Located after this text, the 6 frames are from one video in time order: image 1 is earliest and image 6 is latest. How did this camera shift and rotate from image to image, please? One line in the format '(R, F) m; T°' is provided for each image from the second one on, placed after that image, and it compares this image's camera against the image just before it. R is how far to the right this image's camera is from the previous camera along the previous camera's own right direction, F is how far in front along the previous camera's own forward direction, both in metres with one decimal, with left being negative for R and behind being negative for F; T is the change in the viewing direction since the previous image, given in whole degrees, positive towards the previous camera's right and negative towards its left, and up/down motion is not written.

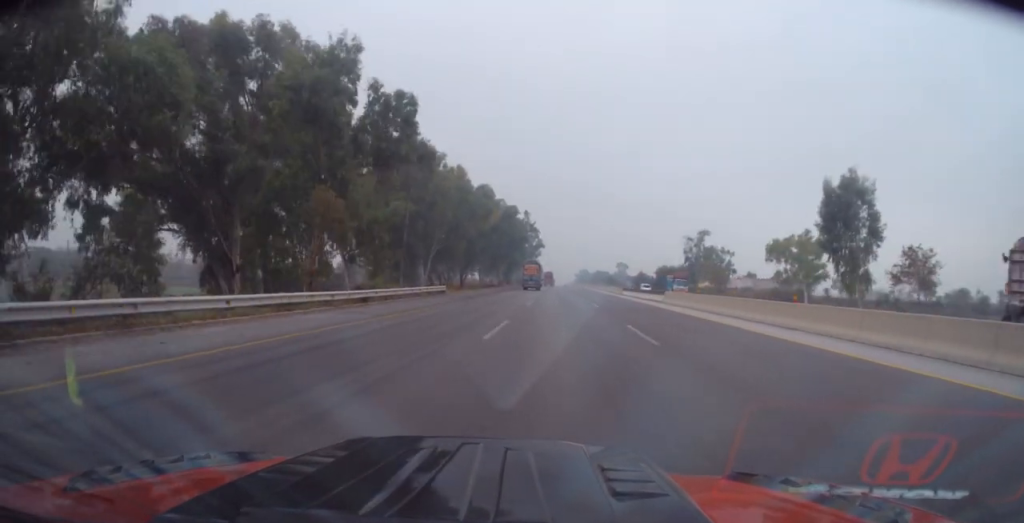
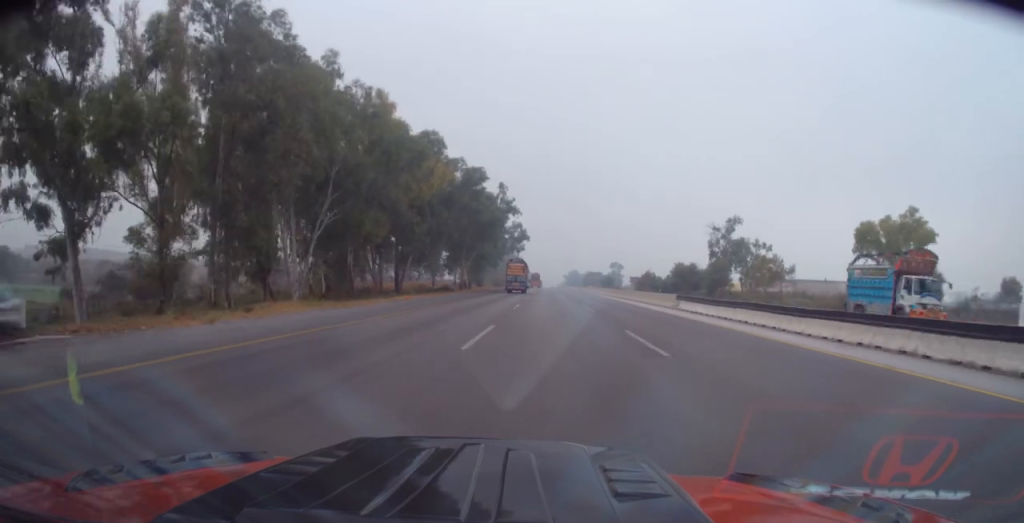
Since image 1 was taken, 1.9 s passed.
(+0.3, +37.9) m; 0°
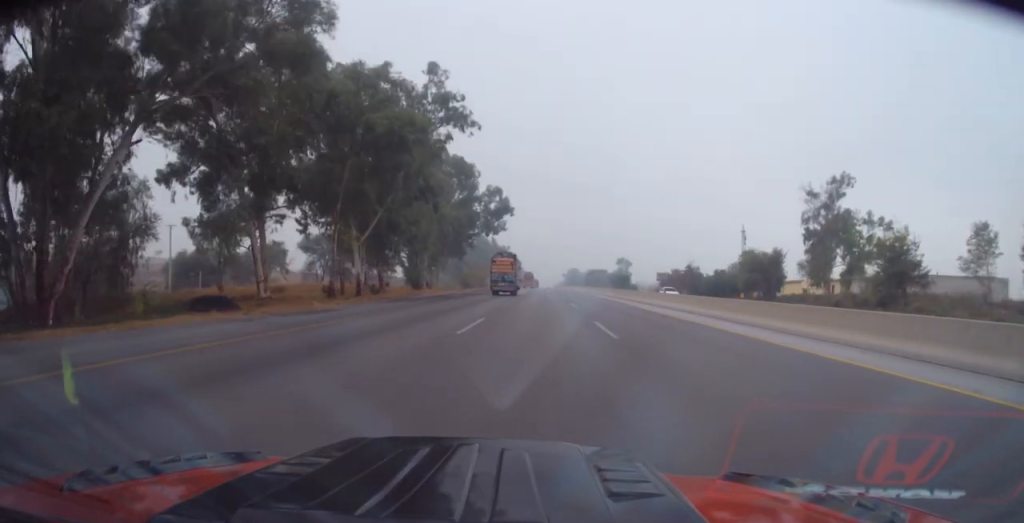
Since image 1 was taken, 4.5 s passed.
(+1.0, +51.0) m; +1°
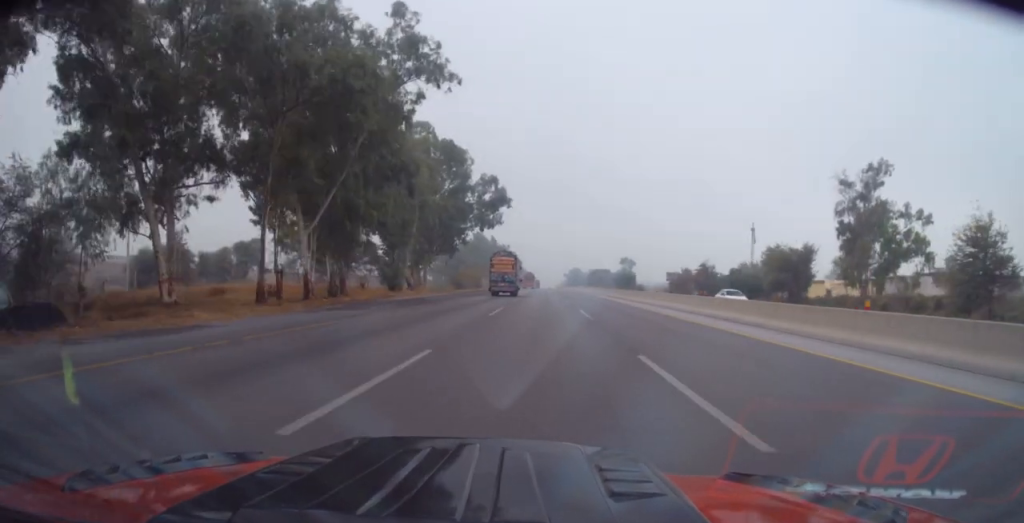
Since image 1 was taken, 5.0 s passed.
(-0.5, +9.5) m; 0°
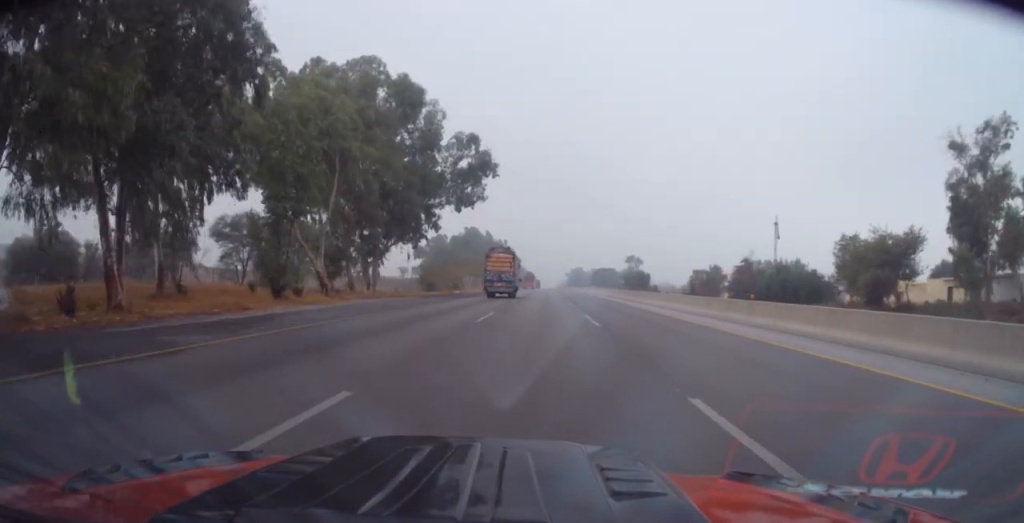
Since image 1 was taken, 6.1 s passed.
(+0.2, +22.1) m; 0°
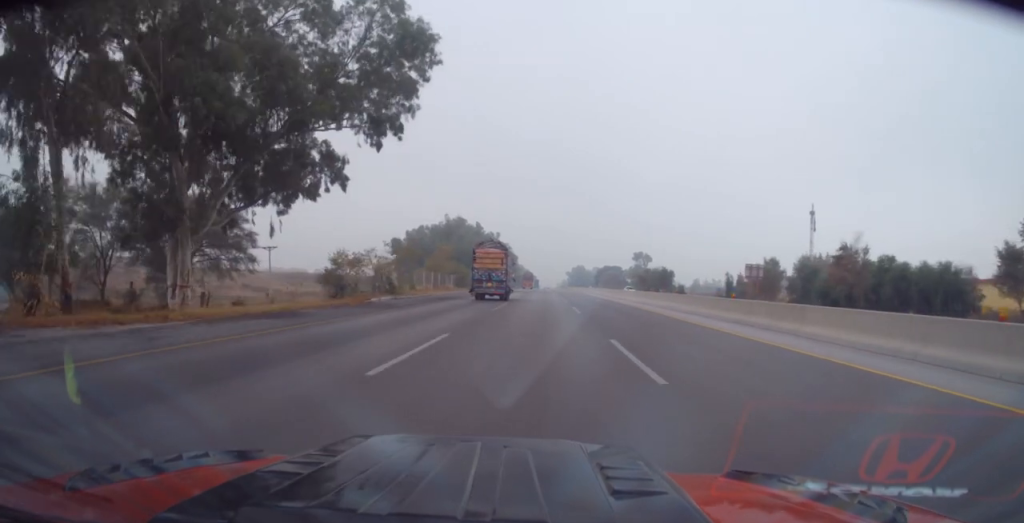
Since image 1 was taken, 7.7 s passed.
(-0.1, +28.7) m; 0°
